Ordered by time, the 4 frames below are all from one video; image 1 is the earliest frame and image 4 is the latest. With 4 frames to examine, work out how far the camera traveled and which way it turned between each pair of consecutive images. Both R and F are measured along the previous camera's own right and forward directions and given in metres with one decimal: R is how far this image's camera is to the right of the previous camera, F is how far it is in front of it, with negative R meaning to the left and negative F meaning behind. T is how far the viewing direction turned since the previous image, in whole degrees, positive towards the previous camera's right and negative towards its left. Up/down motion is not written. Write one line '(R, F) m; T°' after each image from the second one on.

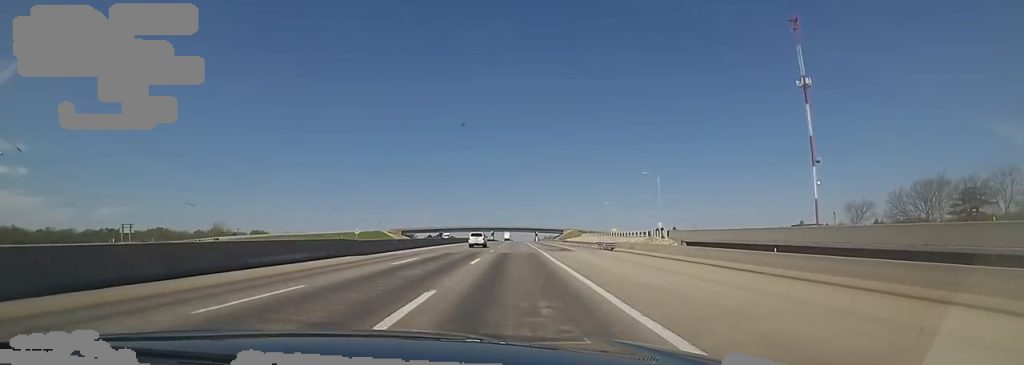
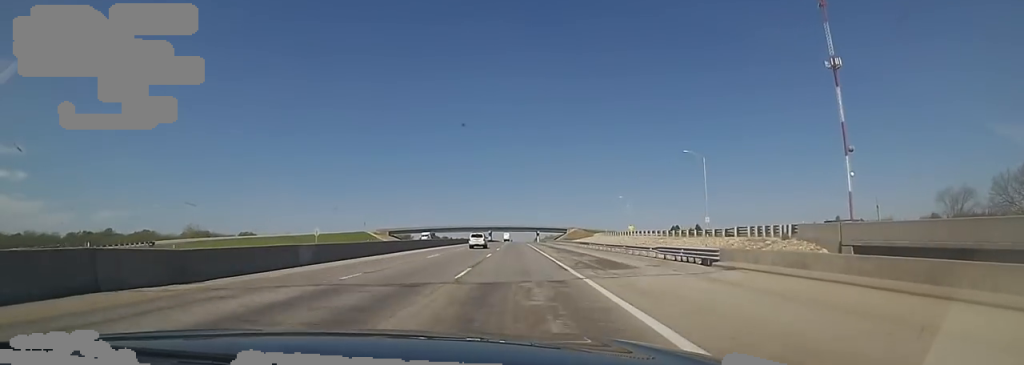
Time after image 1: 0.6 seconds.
(-0.1, +21.9) m; +1°
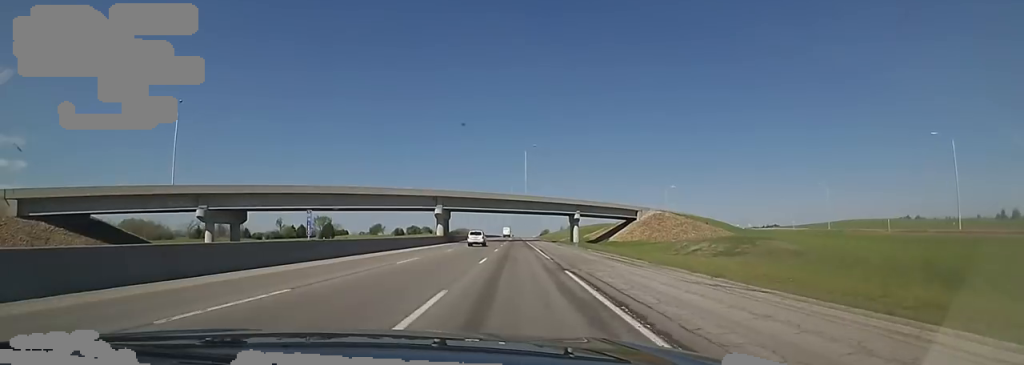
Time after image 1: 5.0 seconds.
(+1.0, +161.4) m; 0°
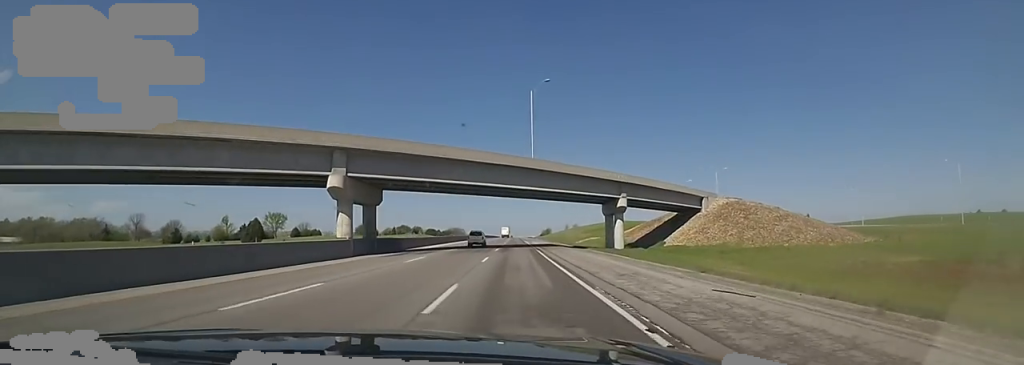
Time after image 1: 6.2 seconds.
(-1.5, +44.0) m; -2°
